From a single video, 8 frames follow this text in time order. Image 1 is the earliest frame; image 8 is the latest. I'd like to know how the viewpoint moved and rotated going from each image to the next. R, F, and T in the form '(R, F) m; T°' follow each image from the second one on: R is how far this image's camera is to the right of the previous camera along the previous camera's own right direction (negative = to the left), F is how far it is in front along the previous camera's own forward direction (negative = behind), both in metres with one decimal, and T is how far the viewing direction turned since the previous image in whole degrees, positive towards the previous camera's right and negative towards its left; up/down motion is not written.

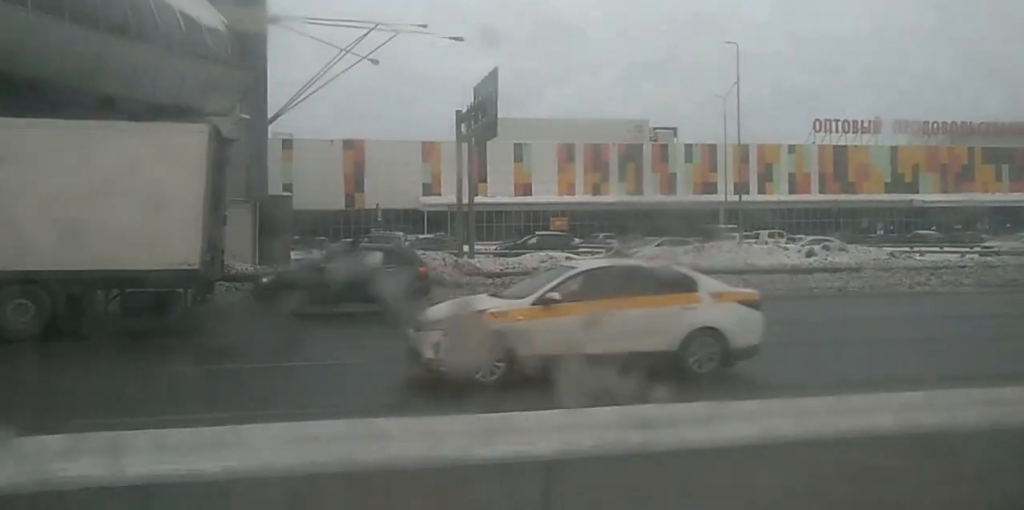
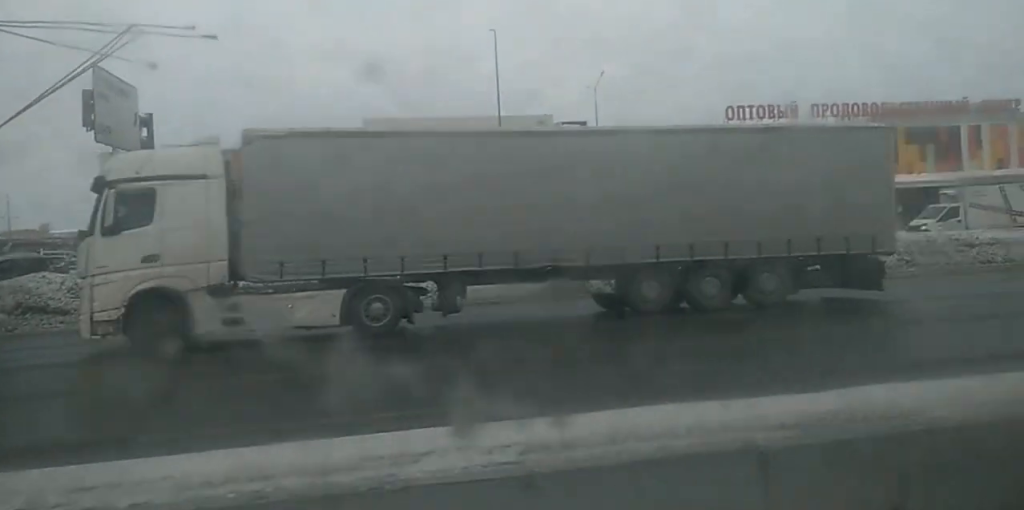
(+0.3, +10.0) m; +2°
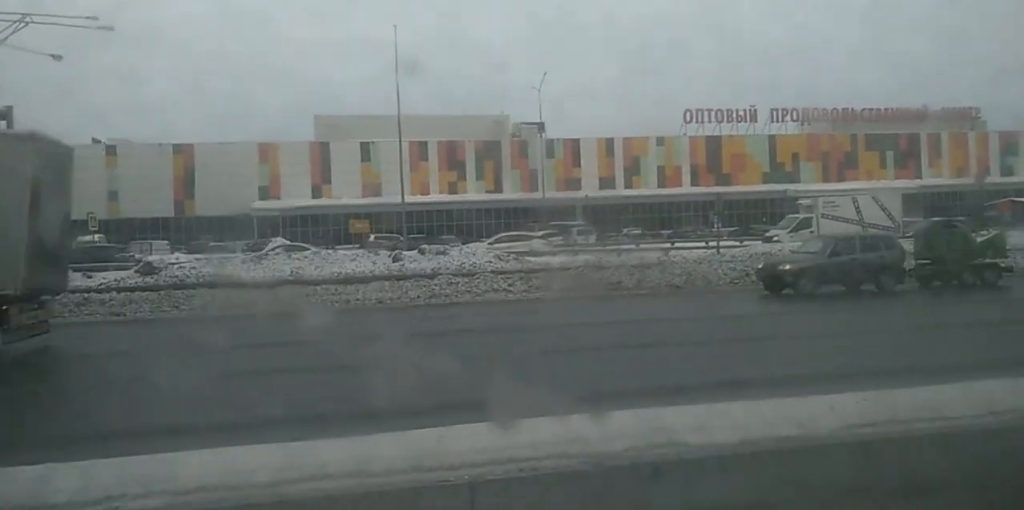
(0.0, +3.7) m; 0°
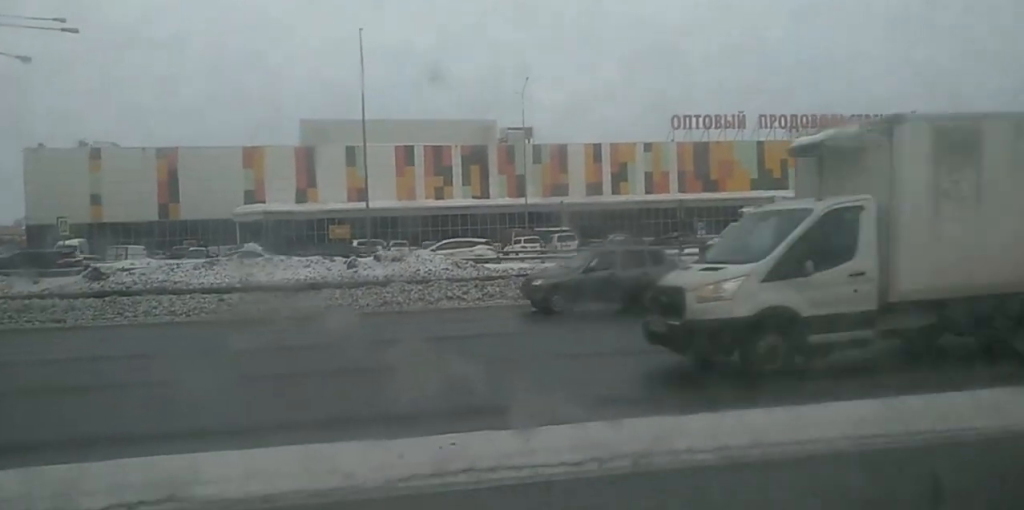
(0.0, +1.5) m; 0°
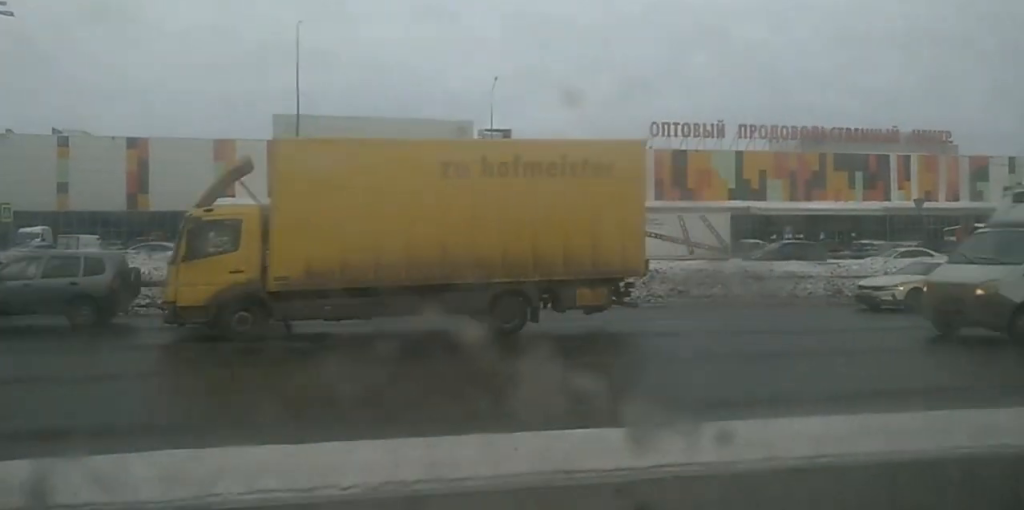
(0.0, +2.8) m; -1°
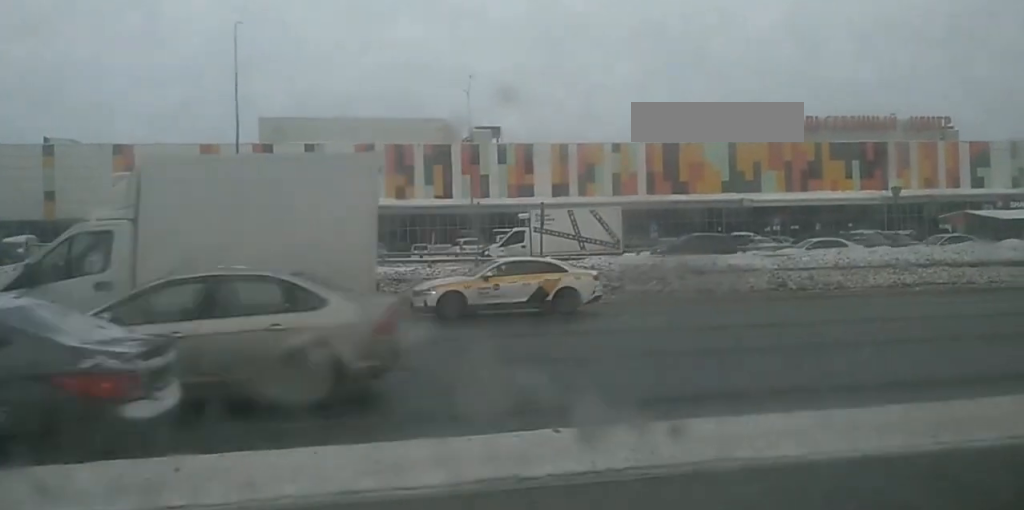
(-0.1, +2.8) m; -2°
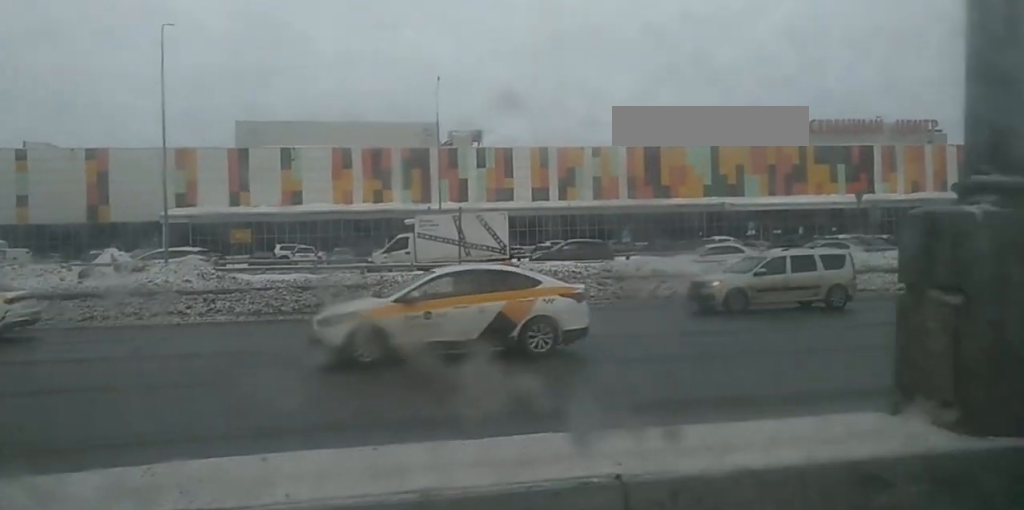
(0.0, +2.8) m; -1°
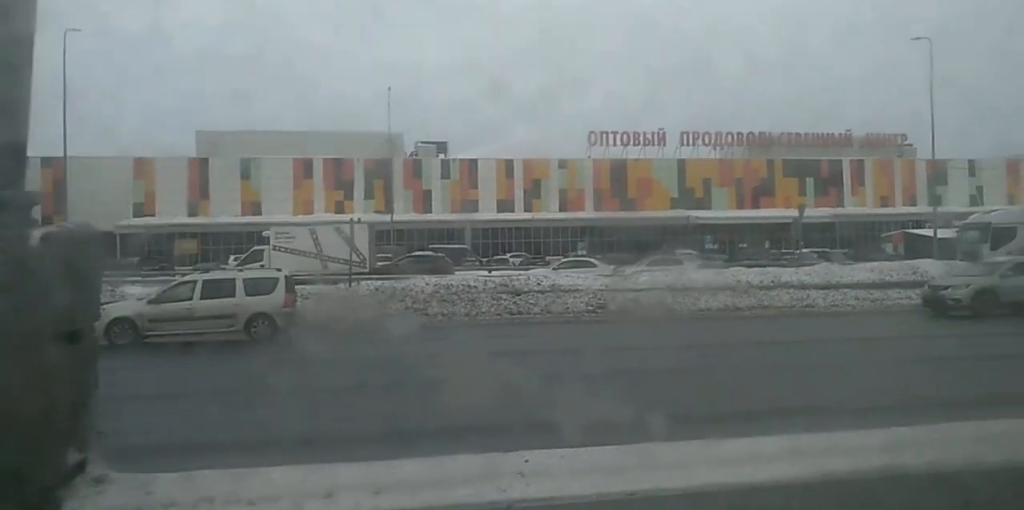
(0.0, +3.1) m; 0°
